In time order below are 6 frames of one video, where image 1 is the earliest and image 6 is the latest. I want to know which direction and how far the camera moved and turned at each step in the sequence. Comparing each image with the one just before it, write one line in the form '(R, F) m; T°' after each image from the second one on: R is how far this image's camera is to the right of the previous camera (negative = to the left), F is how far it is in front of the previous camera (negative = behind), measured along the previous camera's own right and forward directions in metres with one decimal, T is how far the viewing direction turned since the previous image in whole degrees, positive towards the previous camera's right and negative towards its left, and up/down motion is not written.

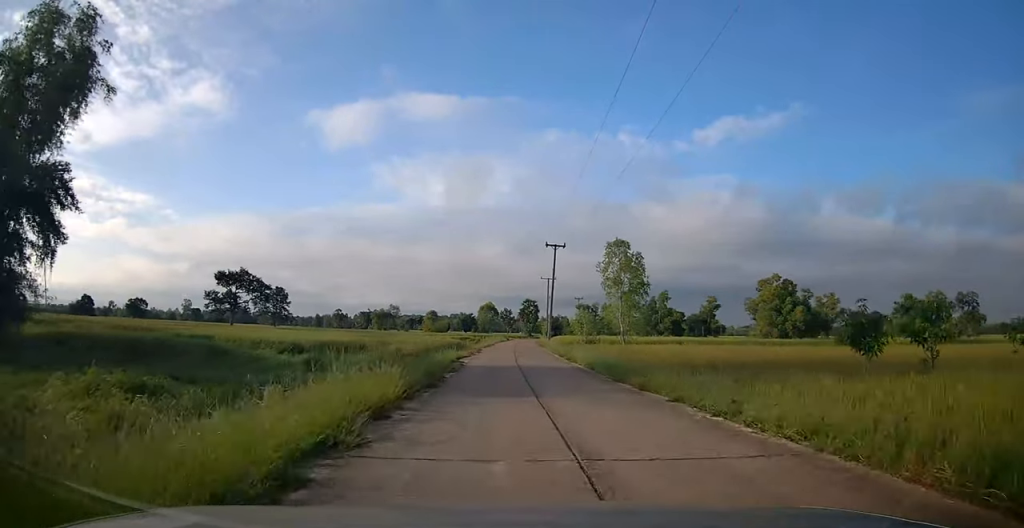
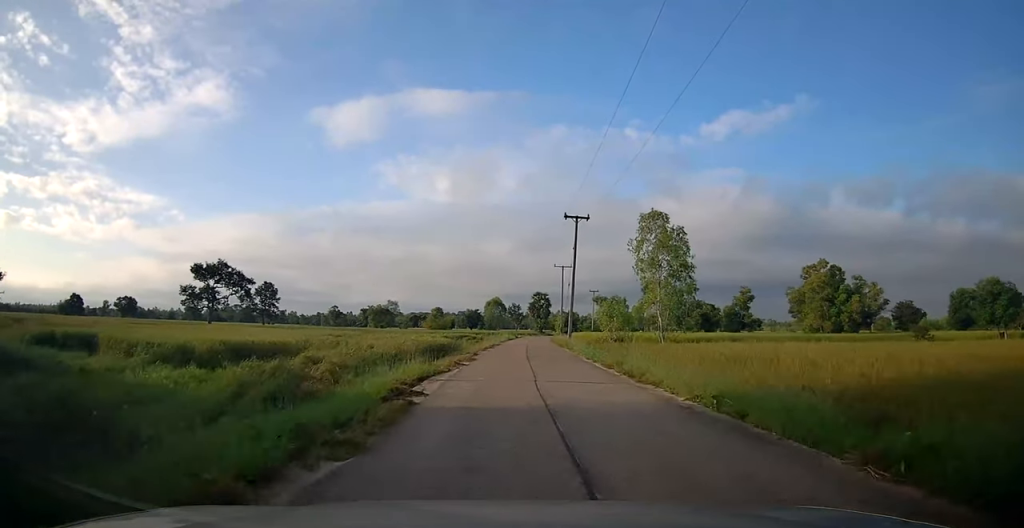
(-0.1, +12.5) m; 0°
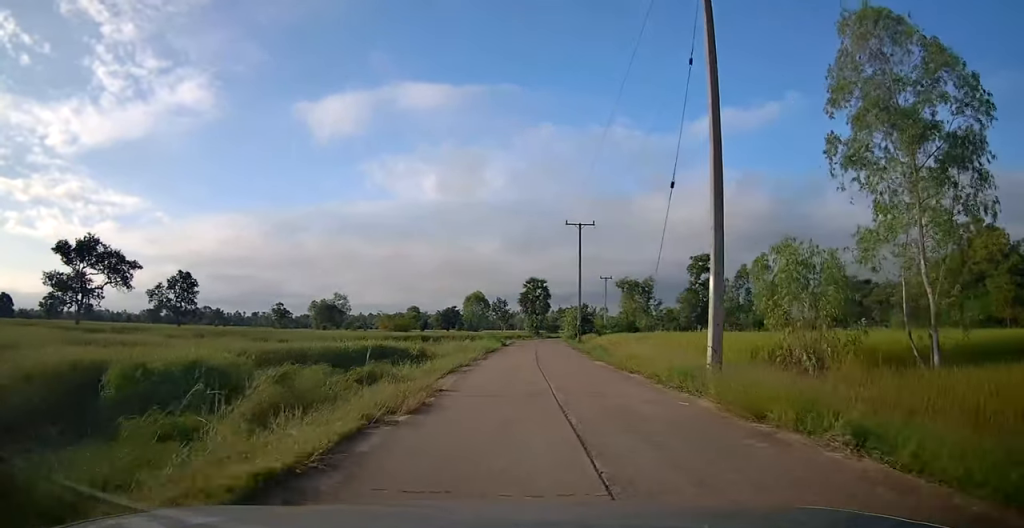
(-0.3, +32.9) m; -1°
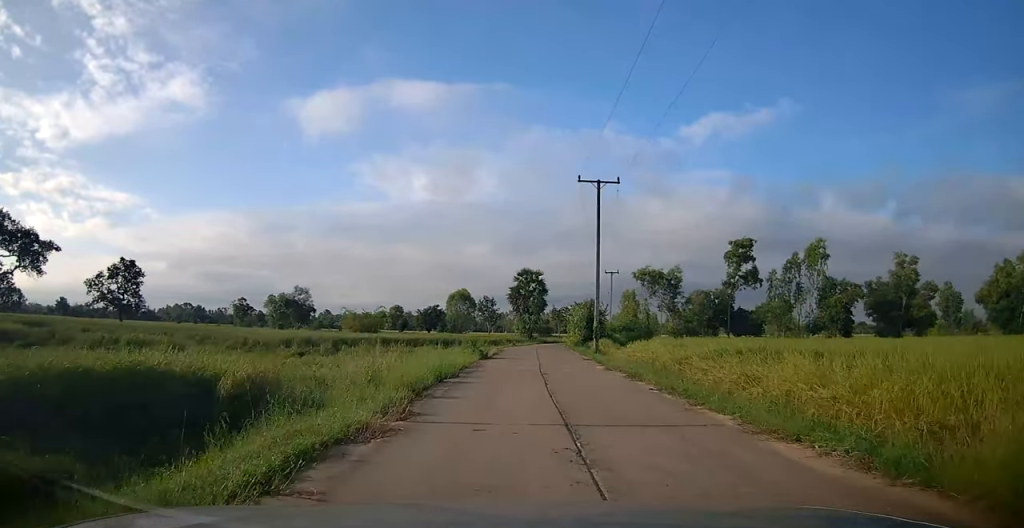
(0.0, +15.4) m; +1°
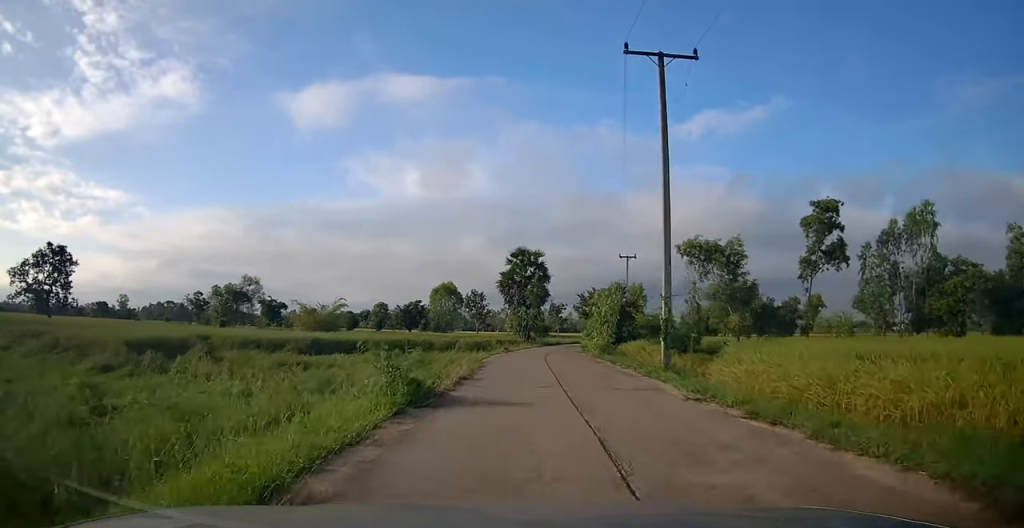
(+0.2, +16.7) m; +1°
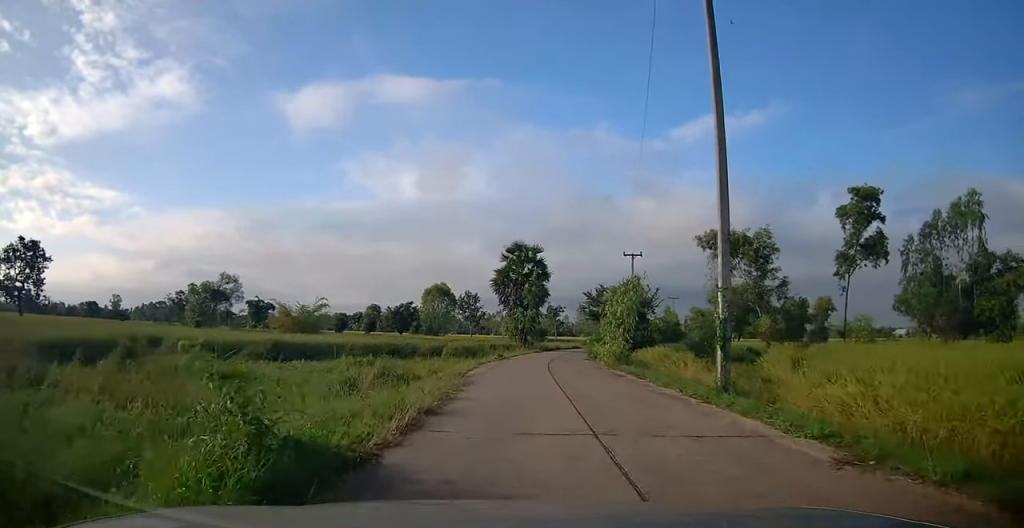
(0.0, +5.2) m; 0°
